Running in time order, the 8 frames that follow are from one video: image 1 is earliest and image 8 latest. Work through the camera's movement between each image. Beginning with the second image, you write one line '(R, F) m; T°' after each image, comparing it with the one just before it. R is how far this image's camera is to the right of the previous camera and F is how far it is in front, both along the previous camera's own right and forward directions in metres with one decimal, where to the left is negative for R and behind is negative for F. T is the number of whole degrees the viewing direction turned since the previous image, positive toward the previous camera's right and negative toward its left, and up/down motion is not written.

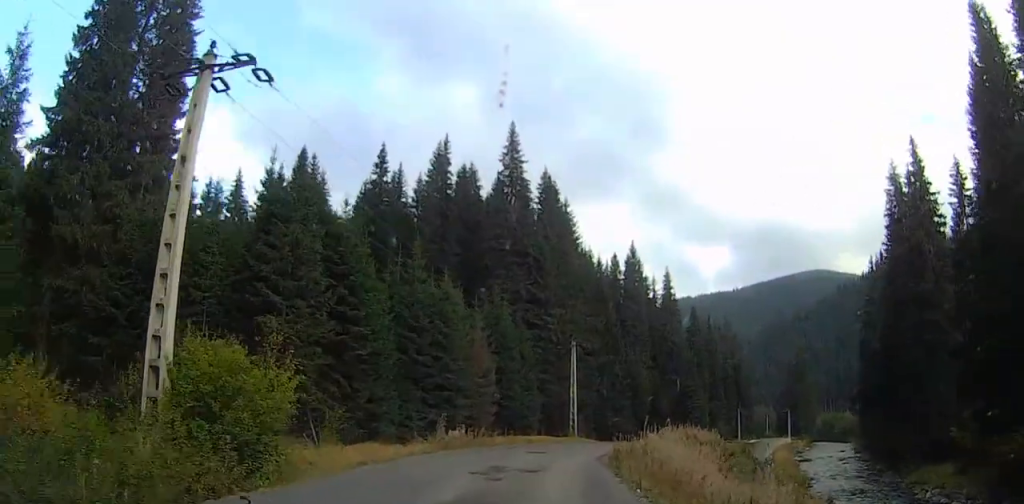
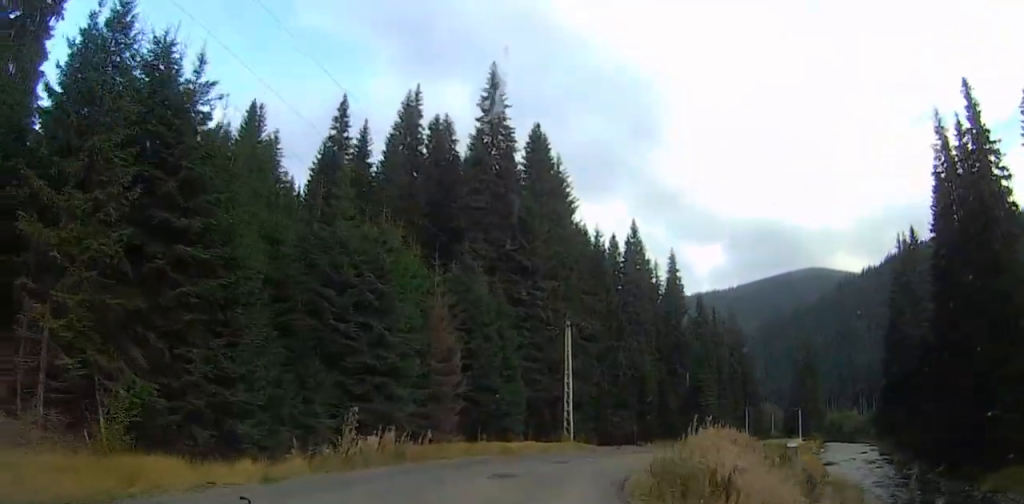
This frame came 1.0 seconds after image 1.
(-0.1, +14.5) m; -2°
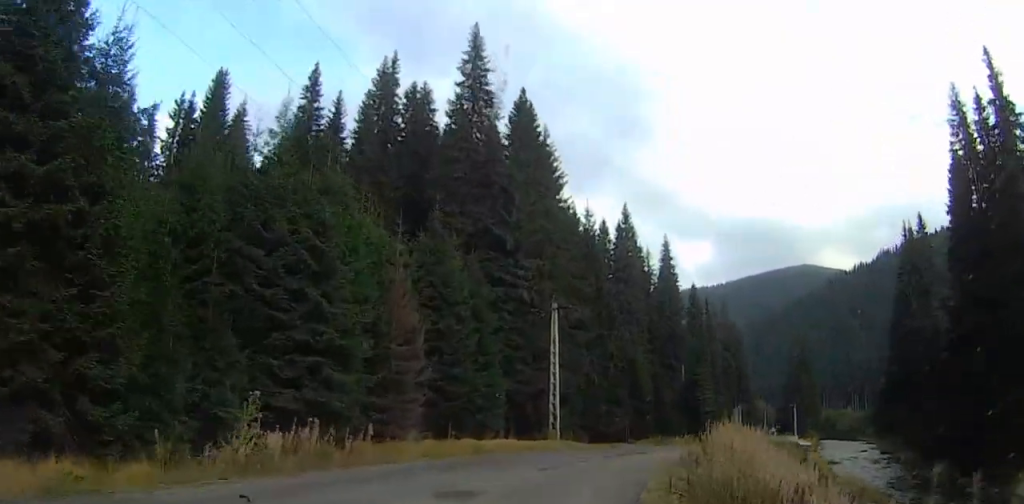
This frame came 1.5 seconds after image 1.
(-0.1, +6.4) m; +2°
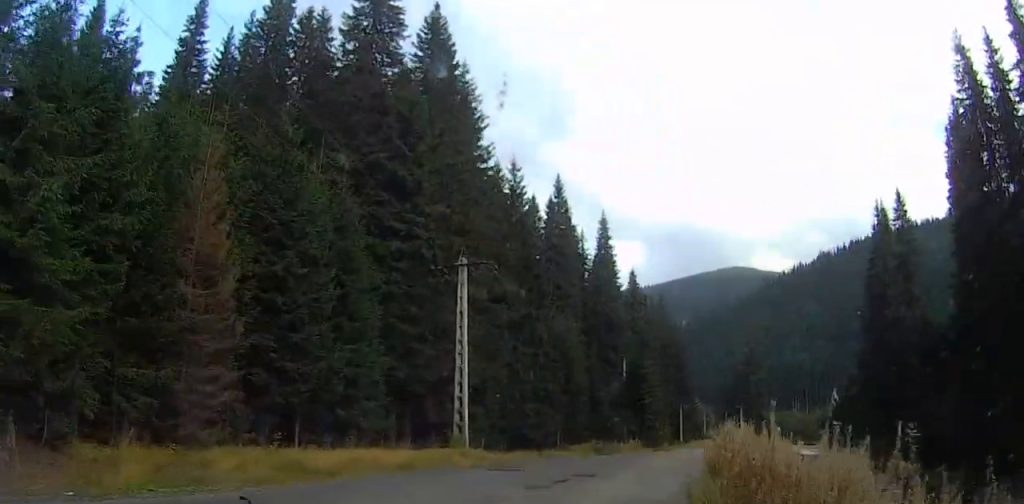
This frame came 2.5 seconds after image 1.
(+0.3, +13.4) m; +8°
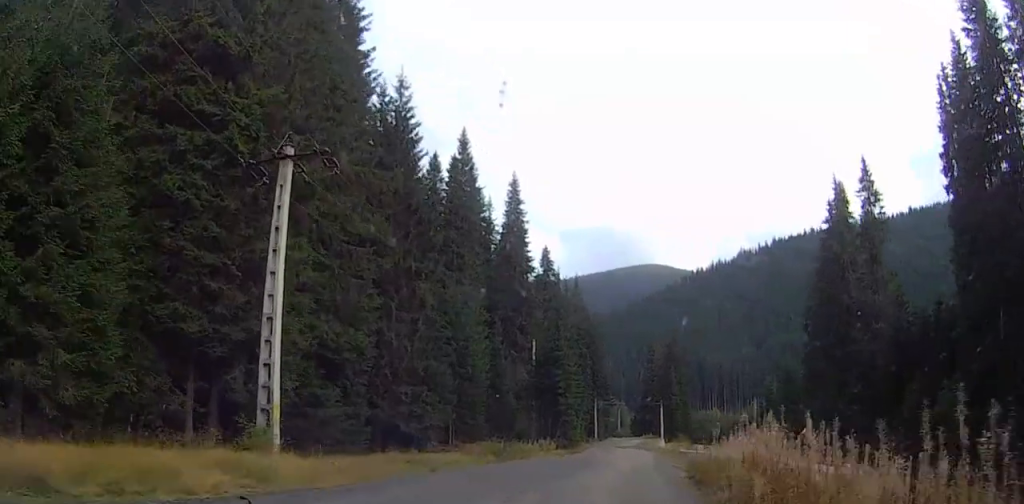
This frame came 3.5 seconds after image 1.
(+1.5, +13.7) m; +7°
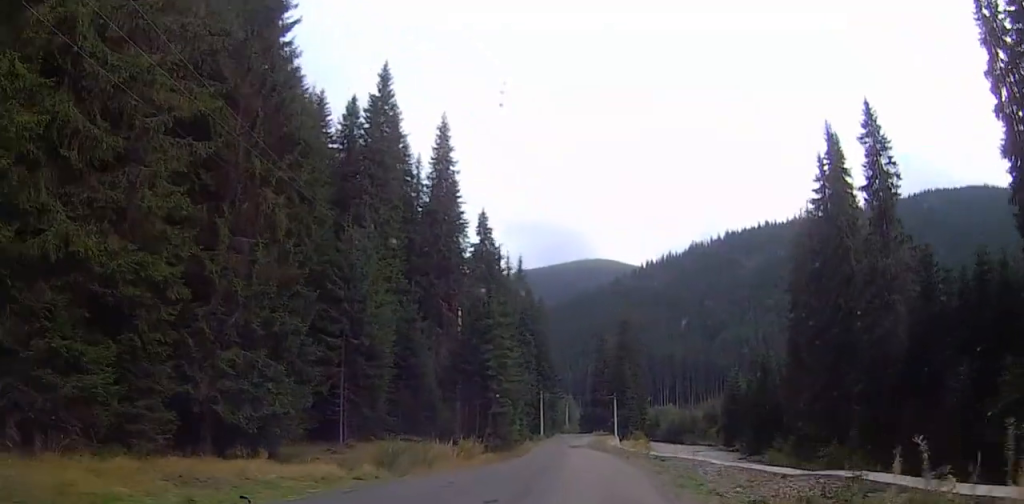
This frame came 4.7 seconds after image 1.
(+0.2, +15.0) m; +1°
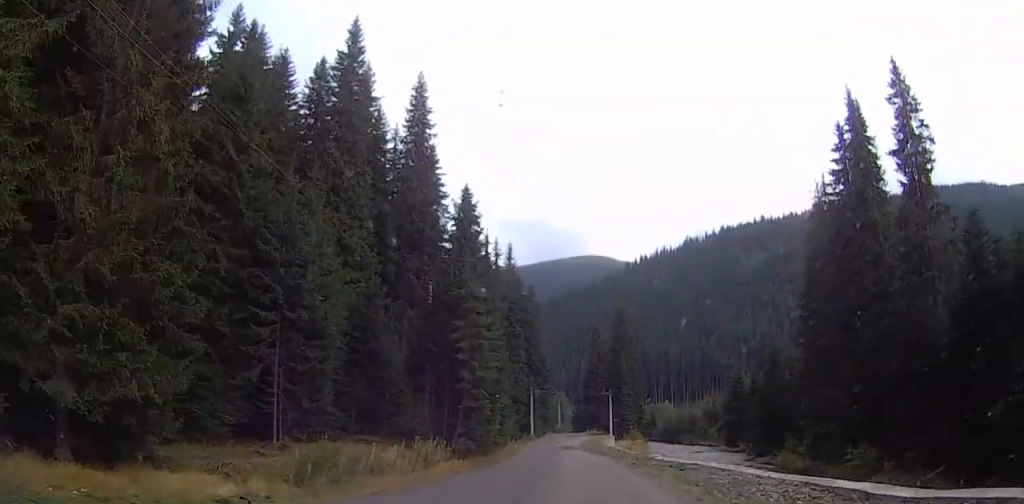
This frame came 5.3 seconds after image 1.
(+0.2, +8.3) m; 0°
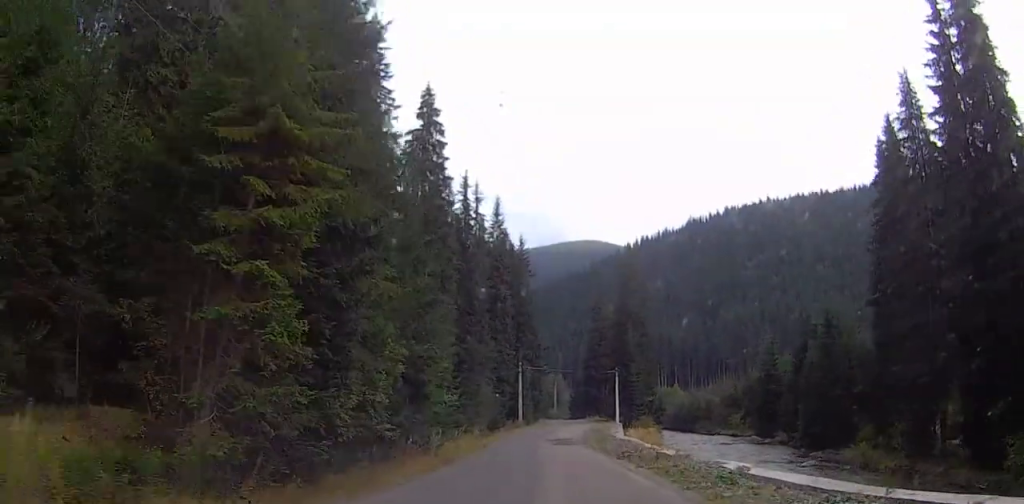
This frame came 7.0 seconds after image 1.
(-0.6, +22.8) m; 0°
